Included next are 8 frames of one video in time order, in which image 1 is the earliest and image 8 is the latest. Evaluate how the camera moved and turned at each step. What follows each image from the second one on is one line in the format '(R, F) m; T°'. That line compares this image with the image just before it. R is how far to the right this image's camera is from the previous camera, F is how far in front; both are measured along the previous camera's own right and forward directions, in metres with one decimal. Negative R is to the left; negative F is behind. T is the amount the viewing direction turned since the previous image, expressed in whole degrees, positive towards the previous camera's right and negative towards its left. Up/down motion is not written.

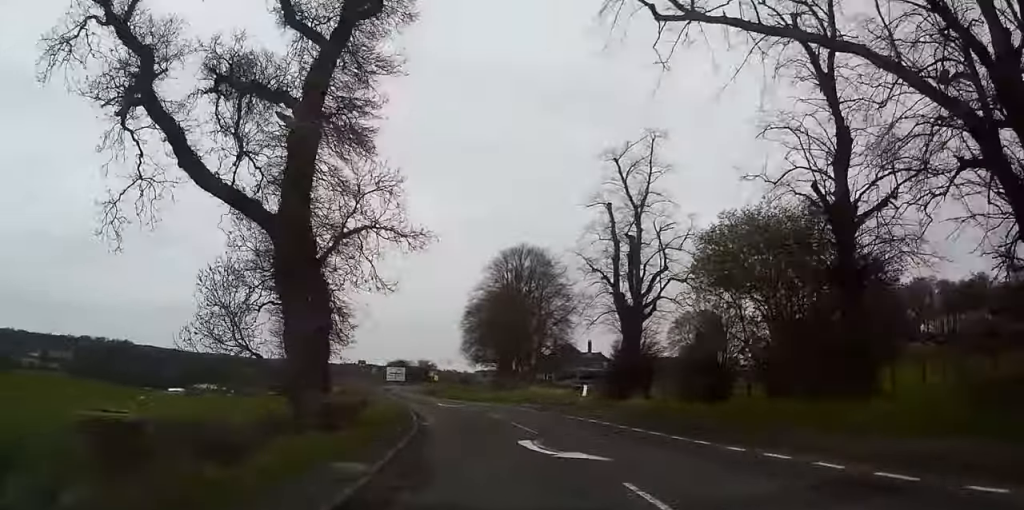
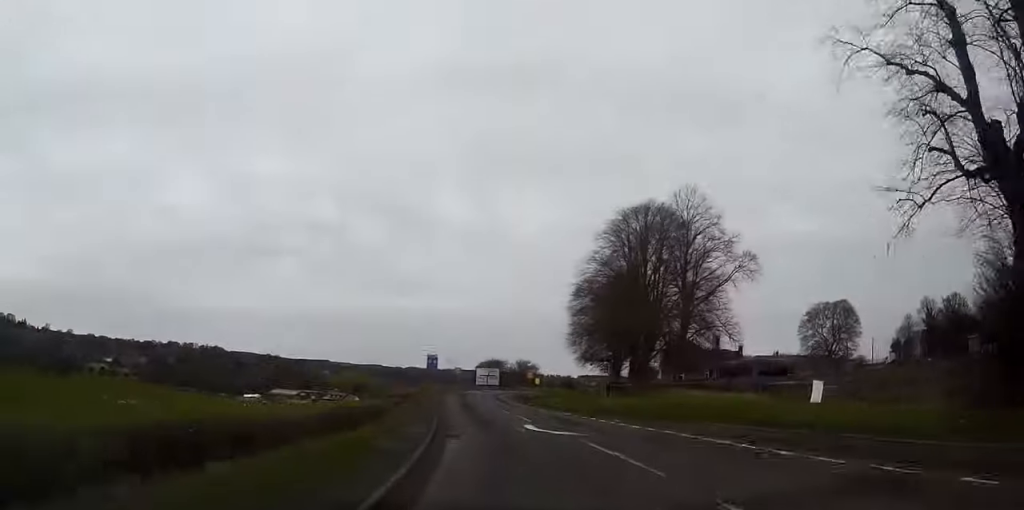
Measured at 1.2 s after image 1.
(-2.2, +27.4) m; -8°
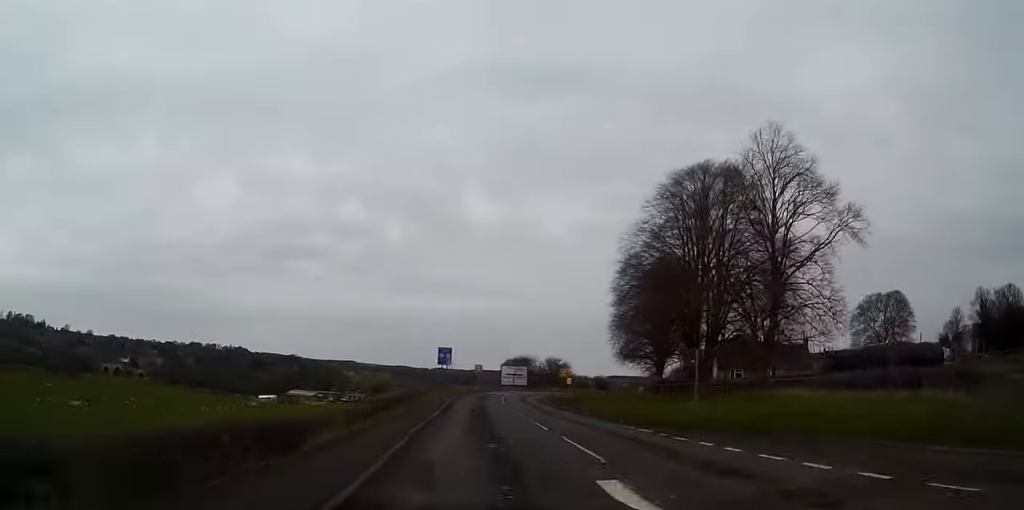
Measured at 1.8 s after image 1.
(-0.7, +15.0) m; -3°
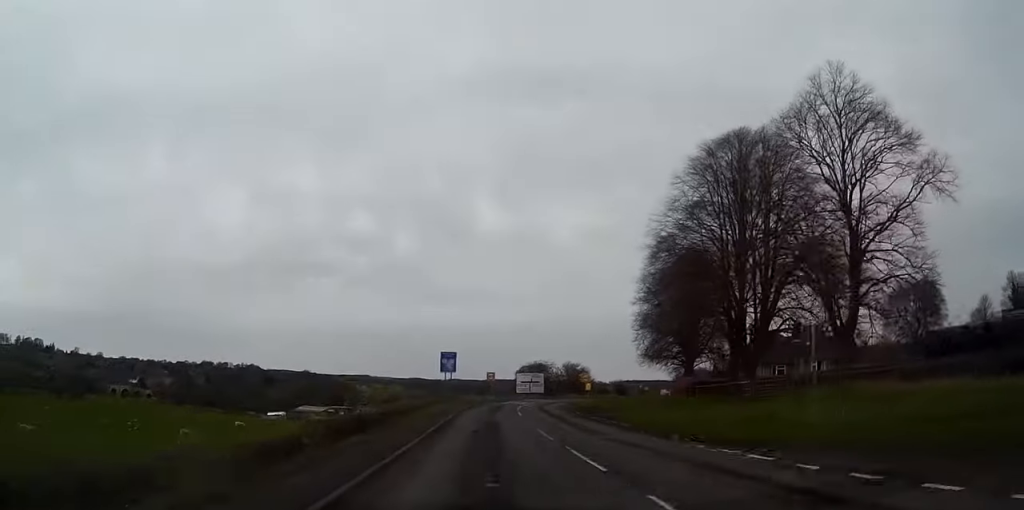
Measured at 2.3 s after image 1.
(-0.2, +9.5) m; -1°
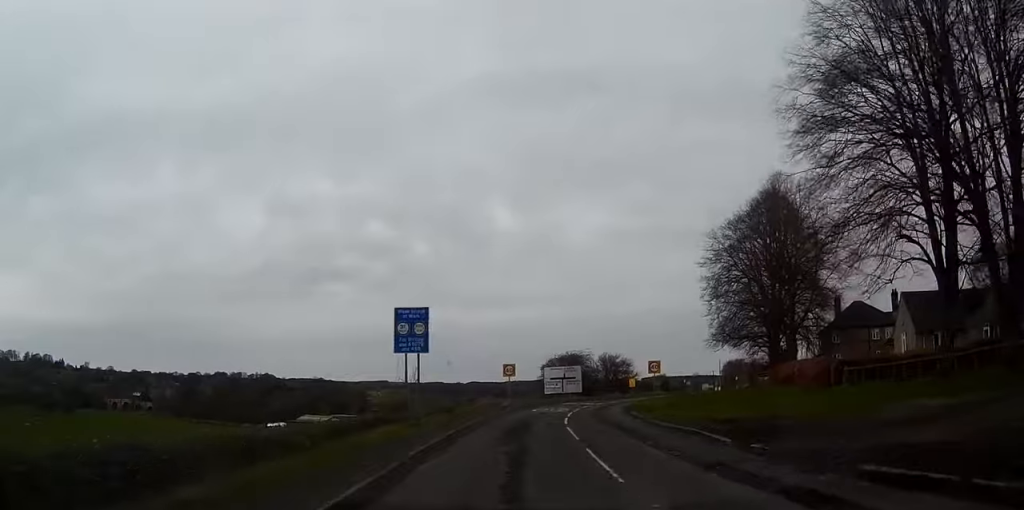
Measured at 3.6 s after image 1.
(-0.6, +28.4) m; -1°
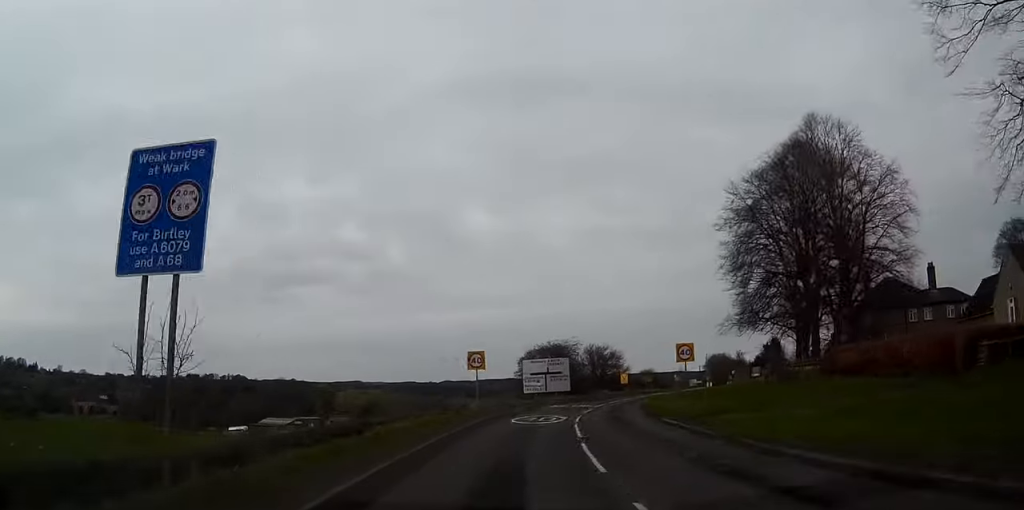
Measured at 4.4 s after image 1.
(0.0, +16.0) m; +1°
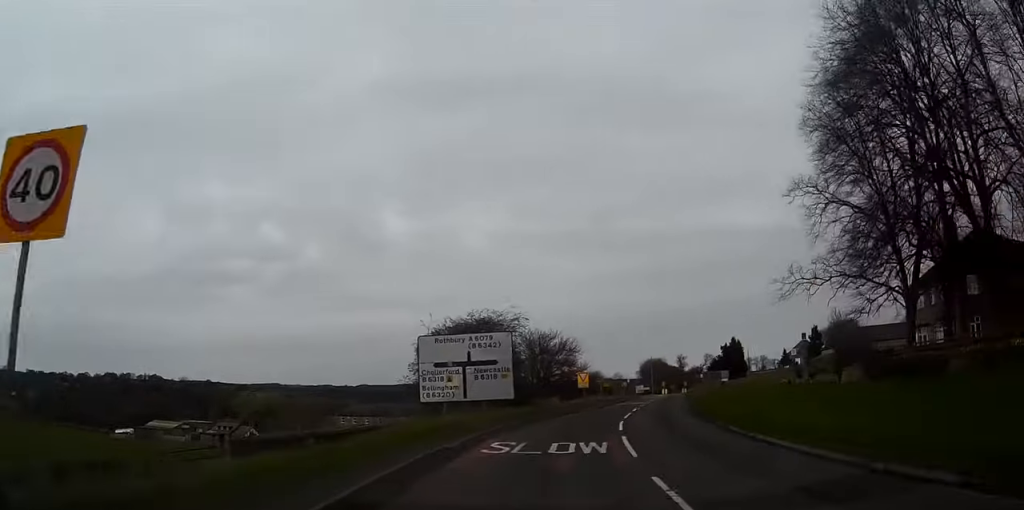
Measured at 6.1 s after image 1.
(+1.0, +32.5) m; +7°
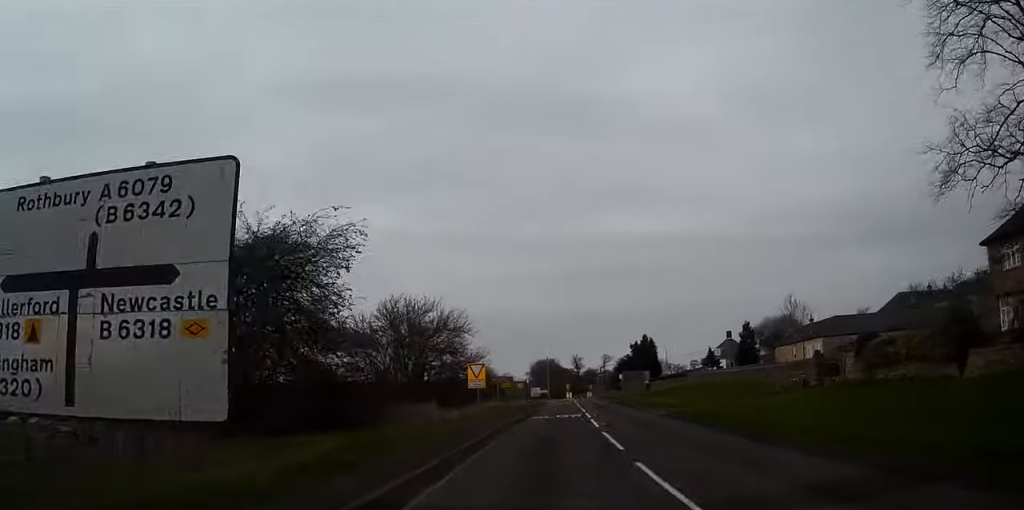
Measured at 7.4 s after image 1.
(+2.1, +24.4) m; +8°
